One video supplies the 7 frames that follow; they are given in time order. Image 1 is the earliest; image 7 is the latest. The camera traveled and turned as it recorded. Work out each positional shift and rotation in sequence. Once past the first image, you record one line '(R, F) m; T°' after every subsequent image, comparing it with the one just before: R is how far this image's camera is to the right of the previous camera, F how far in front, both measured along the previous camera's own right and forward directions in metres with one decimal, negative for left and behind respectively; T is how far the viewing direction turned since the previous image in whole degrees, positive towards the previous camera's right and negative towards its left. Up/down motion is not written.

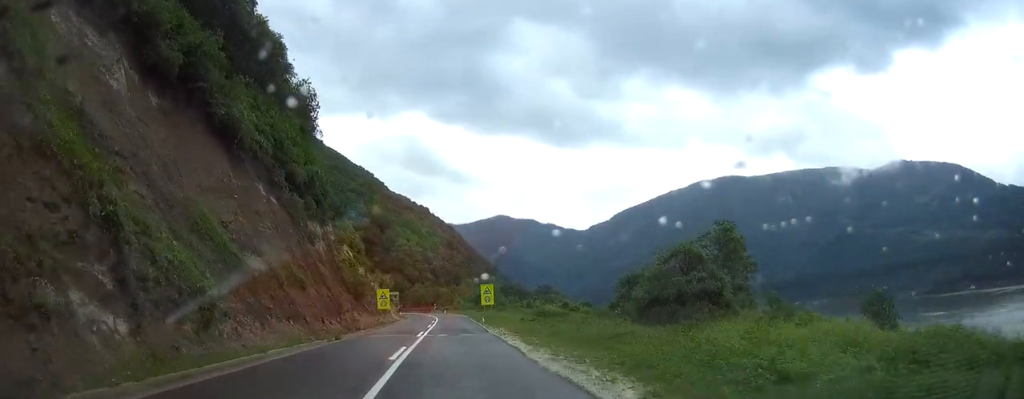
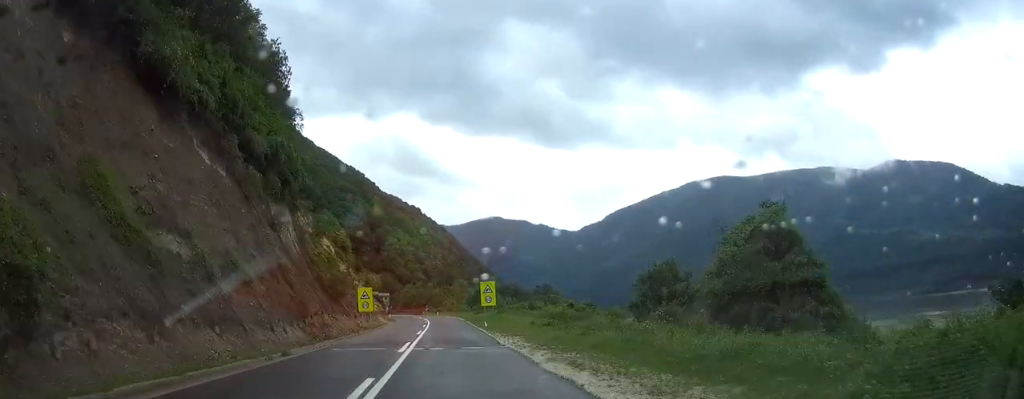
(+0.1, +10.5) m; +1°
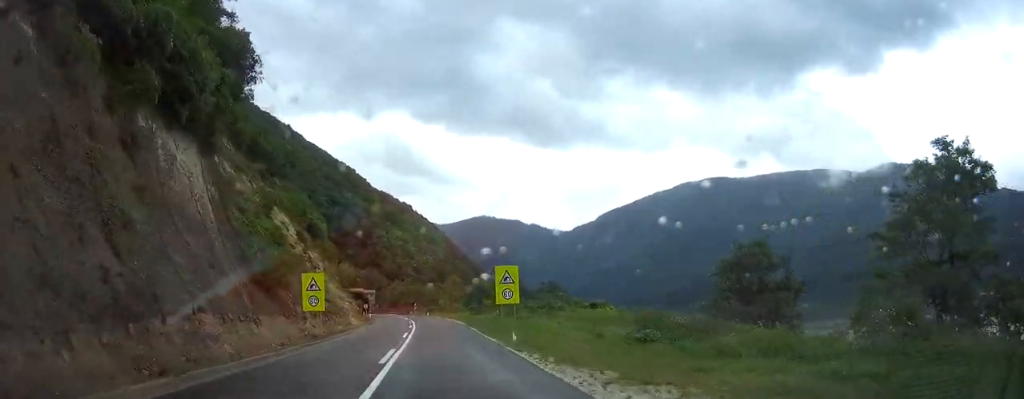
(+0.2, +21.0) m; +1°
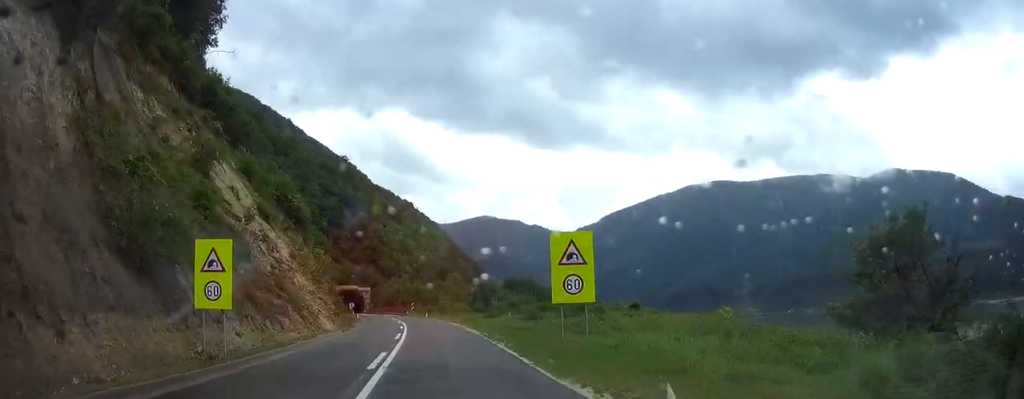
(0.0, +17.0) m; 0°
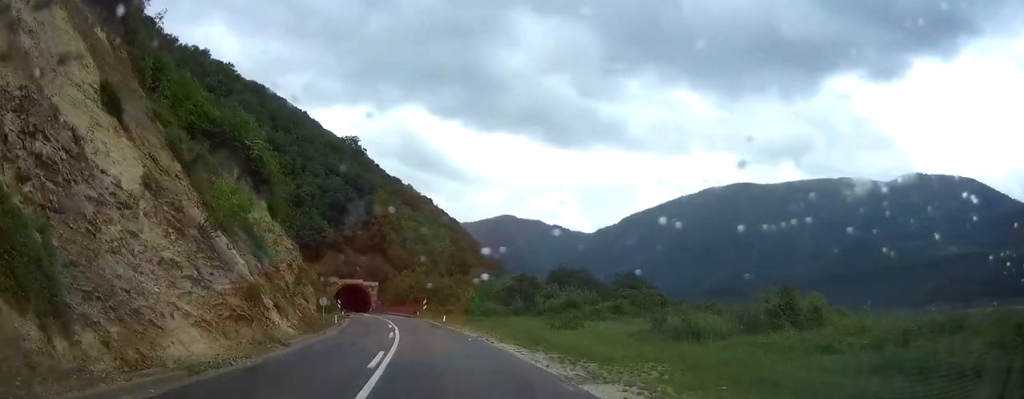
(-0.2, +30.7) m; -1°
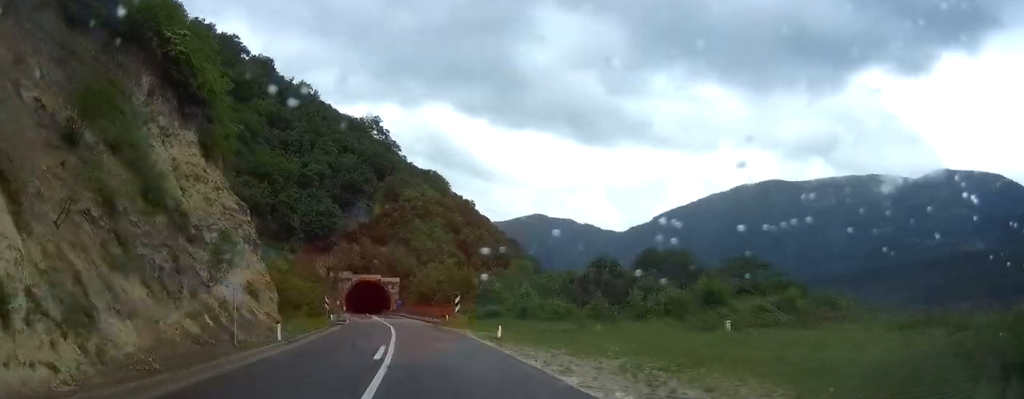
(-0.5, +27.8) m; -3°
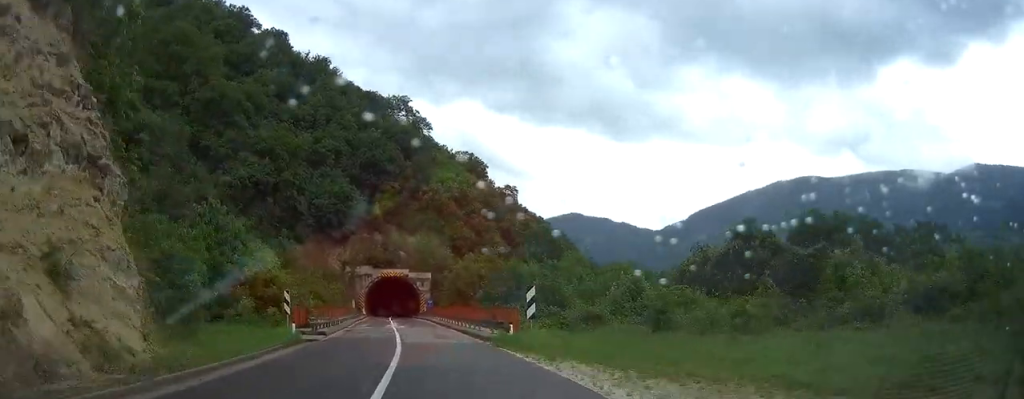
(-0.6, +23.9) m; -3°
